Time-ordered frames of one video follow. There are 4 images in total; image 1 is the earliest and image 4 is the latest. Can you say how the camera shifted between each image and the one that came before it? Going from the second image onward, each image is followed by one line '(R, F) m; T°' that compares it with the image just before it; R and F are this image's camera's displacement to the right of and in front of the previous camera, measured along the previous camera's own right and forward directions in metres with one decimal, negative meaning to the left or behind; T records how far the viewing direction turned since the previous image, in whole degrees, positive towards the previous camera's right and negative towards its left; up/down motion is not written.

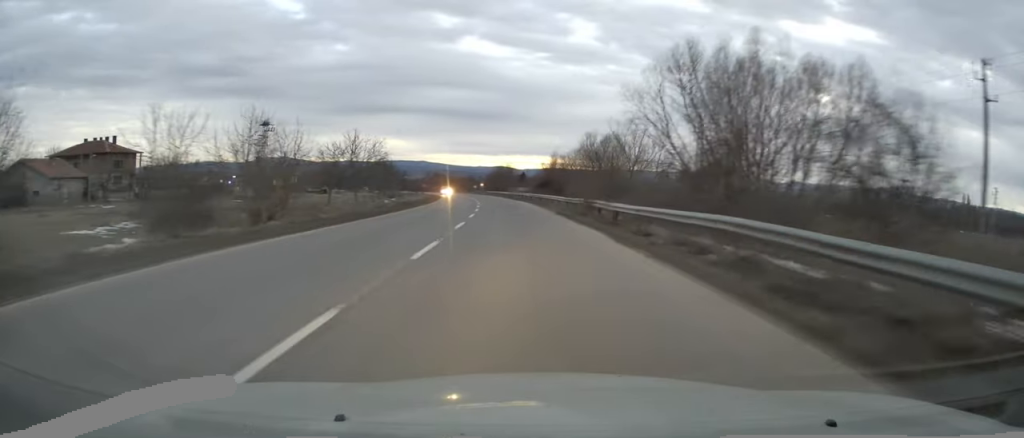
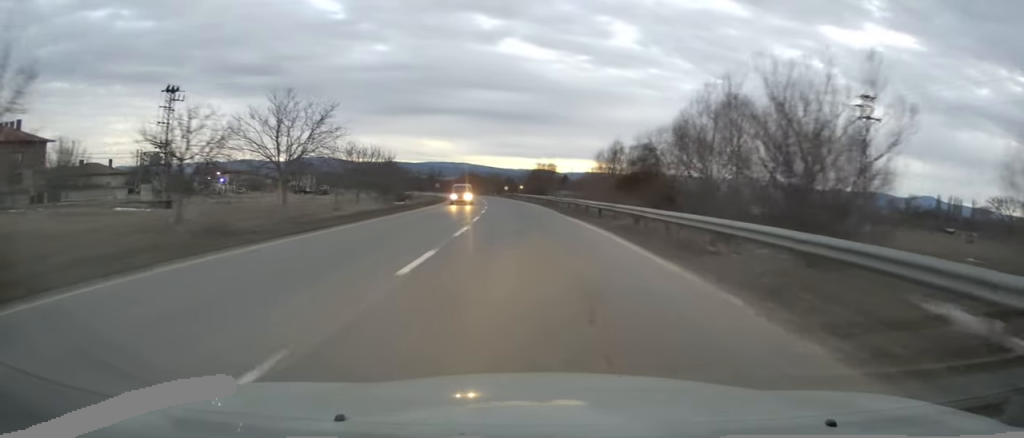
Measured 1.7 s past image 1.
(-0.7, +32.7) m; -3°
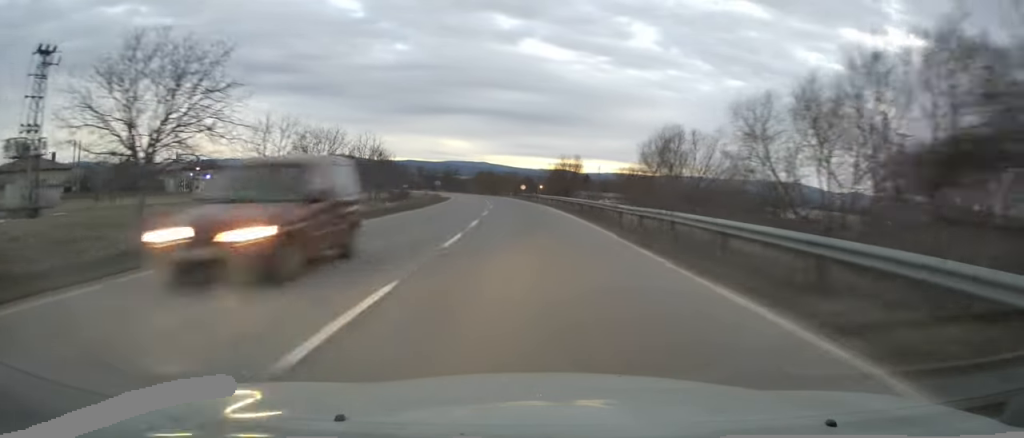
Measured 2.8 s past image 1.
(-0.4, +19.4) m; -2°
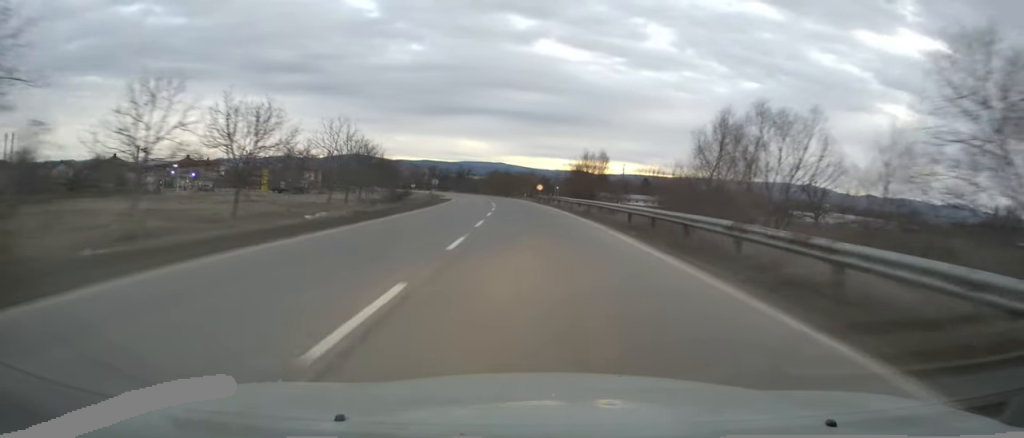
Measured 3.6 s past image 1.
(-0.2, +15.5) m; -2°
